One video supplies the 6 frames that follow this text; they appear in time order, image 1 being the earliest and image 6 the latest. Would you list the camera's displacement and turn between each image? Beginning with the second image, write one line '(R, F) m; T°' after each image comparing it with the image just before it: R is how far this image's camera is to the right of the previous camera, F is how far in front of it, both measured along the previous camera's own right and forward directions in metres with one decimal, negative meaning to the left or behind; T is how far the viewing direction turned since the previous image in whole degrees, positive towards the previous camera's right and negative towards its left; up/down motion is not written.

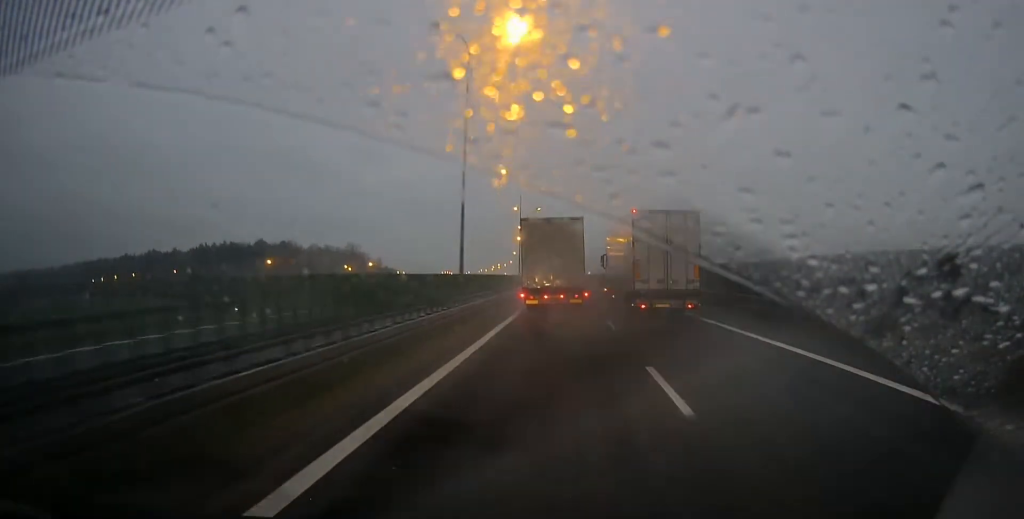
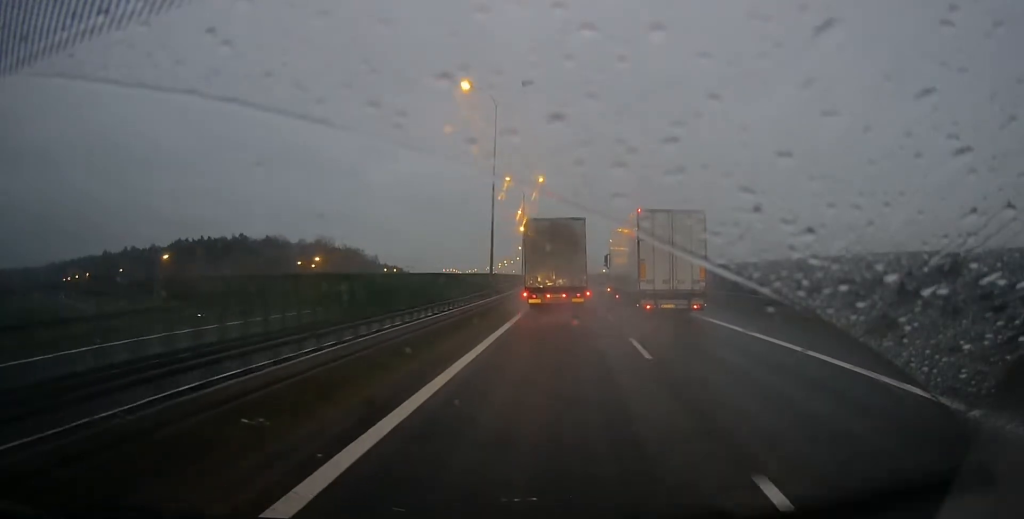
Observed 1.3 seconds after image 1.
(-0.3, +31.0) m; -1°
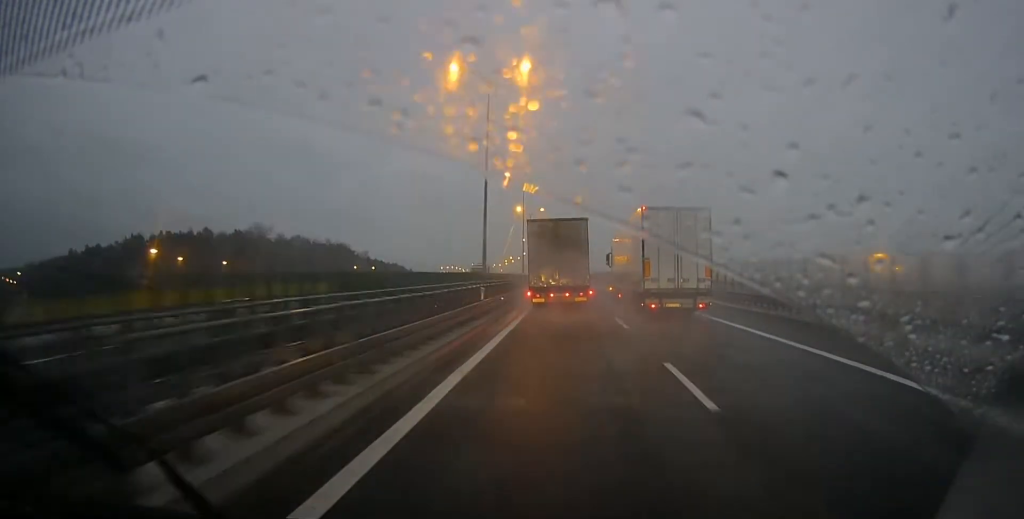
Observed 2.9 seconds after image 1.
(-0.6, +41.0) m; -1°
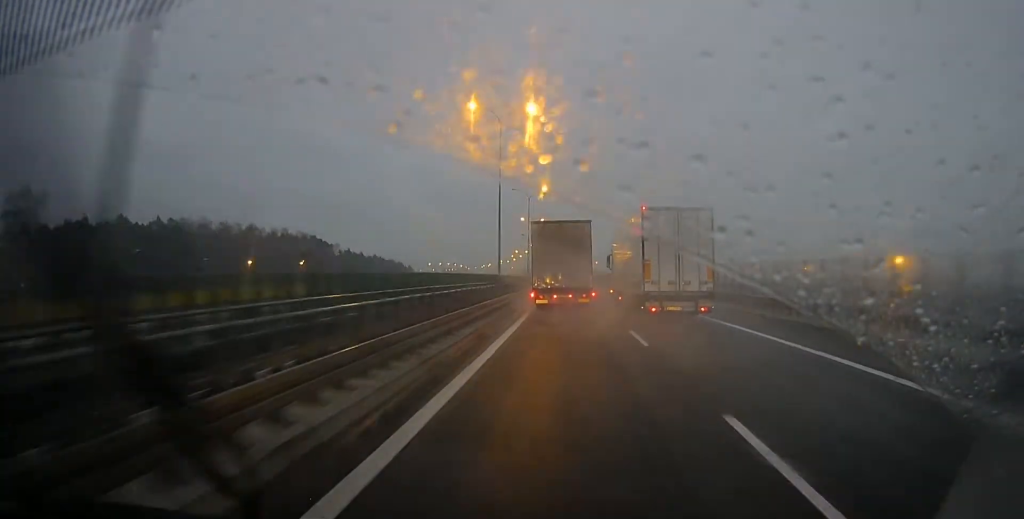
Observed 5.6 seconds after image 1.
(-0.2, +65.1) m; -1°
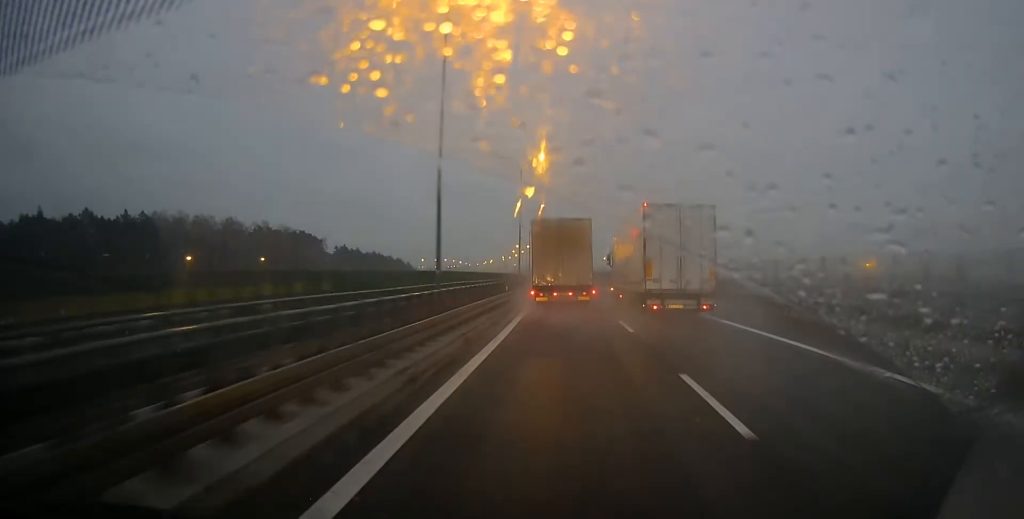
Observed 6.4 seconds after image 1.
(-0.2, +19.7) m; -1°
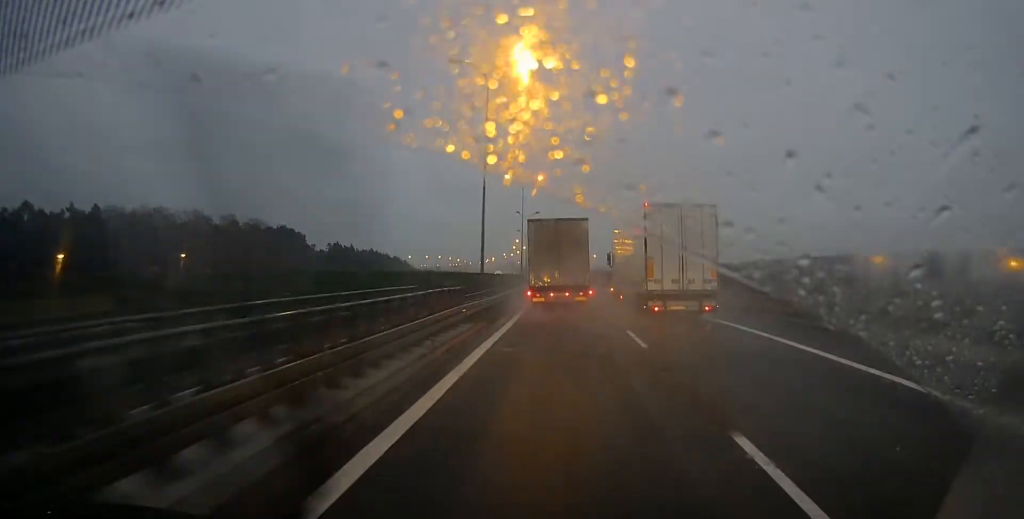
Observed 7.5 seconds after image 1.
(-0.2, +28.1) m; -1°
